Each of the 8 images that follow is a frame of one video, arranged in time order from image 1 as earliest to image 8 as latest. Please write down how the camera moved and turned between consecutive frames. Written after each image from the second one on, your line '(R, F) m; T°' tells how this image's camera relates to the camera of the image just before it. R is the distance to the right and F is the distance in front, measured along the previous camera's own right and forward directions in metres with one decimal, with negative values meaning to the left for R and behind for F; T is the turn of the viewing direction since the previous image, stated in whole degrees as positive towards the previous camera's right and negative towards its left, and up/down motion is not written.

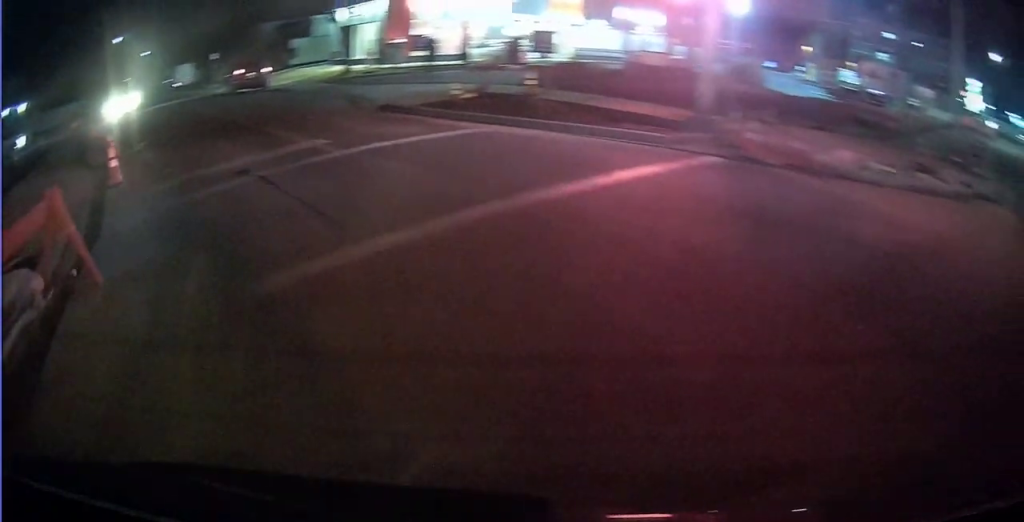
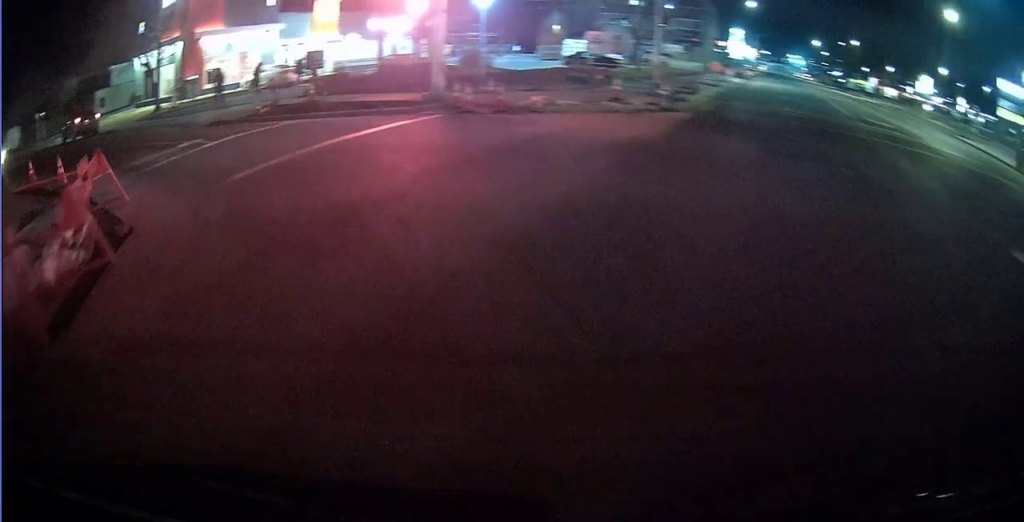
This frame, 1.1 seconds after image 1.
(+0.3, +4.5) m; +22°
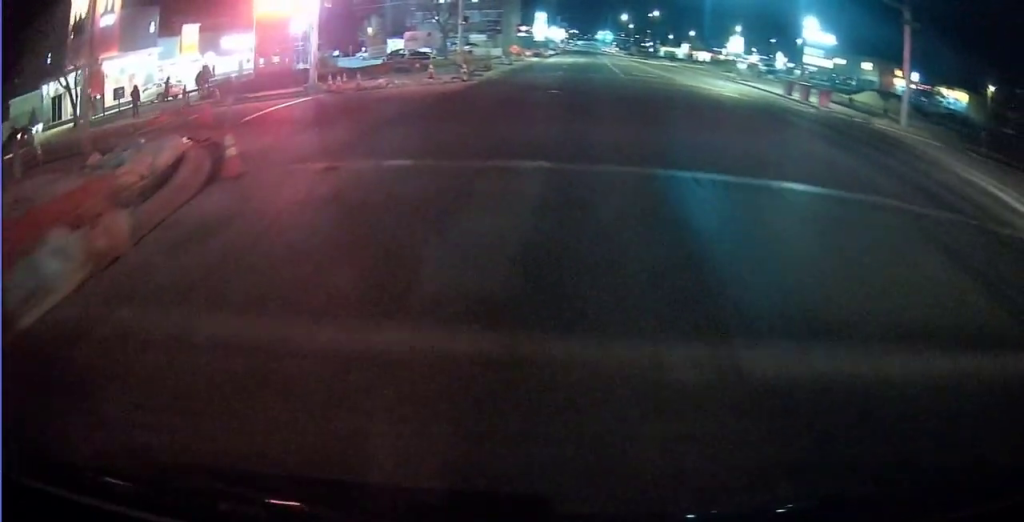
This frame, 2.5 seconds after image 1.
(+2.3, +6.1) m; +31°
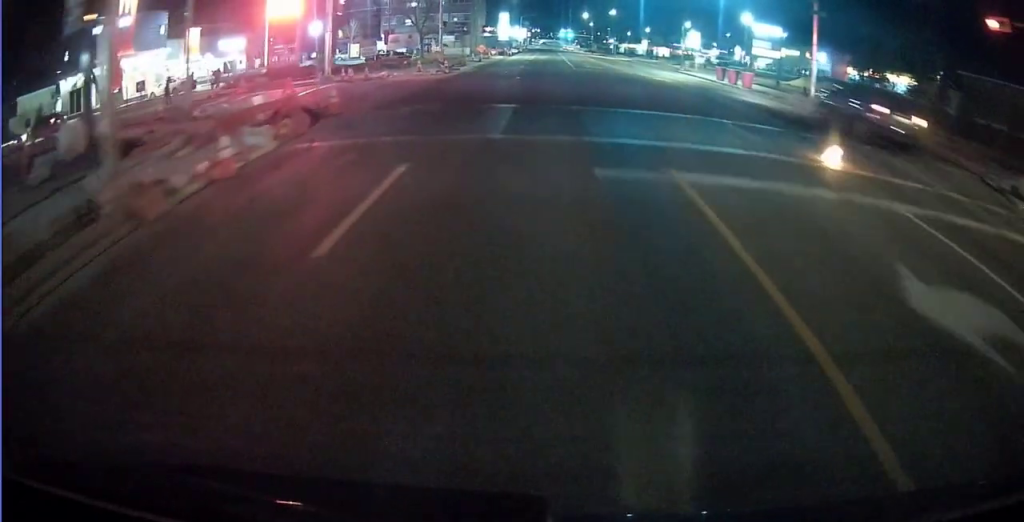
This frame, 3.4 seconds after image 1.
(+0.3, +5.3) m; +3°
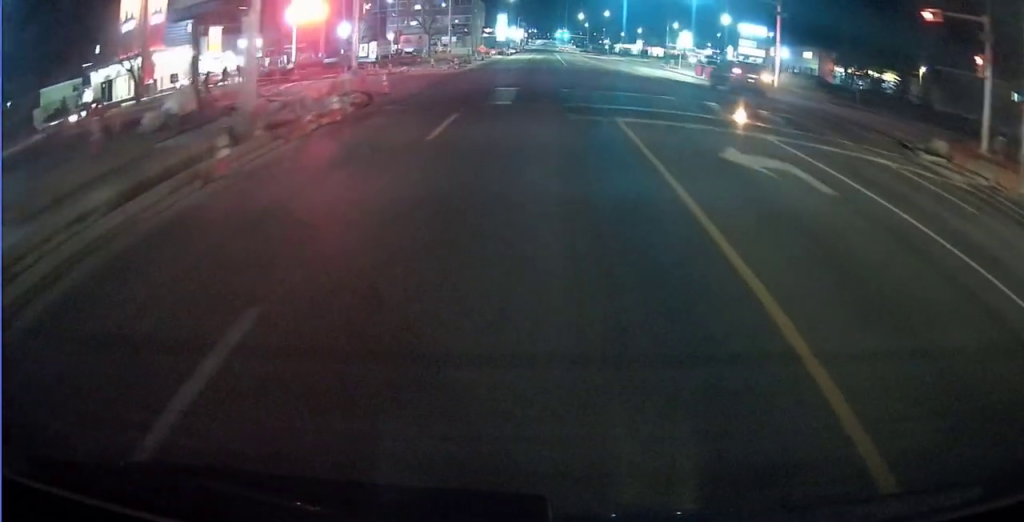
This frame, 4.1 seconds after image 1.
(+0.1, +4.7) m; -2°
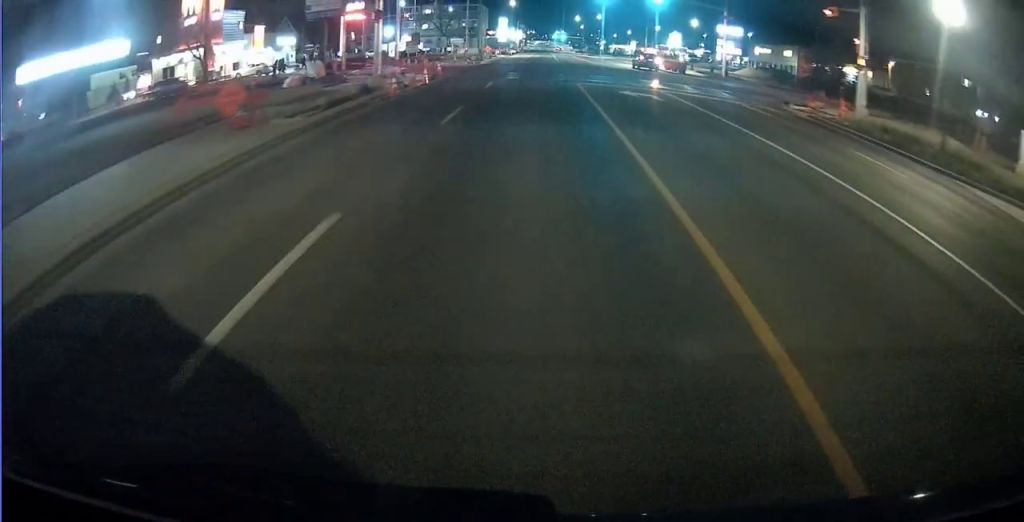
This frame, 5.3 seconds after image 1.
(-0.3, +9.8) m; +3°
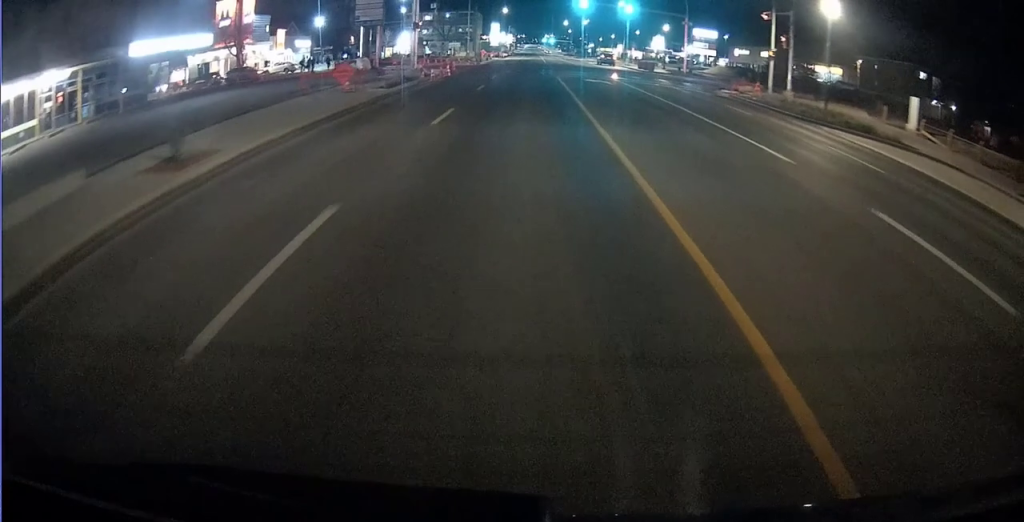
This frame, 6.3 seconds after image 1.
(+0.9, +9.0) m; +6°
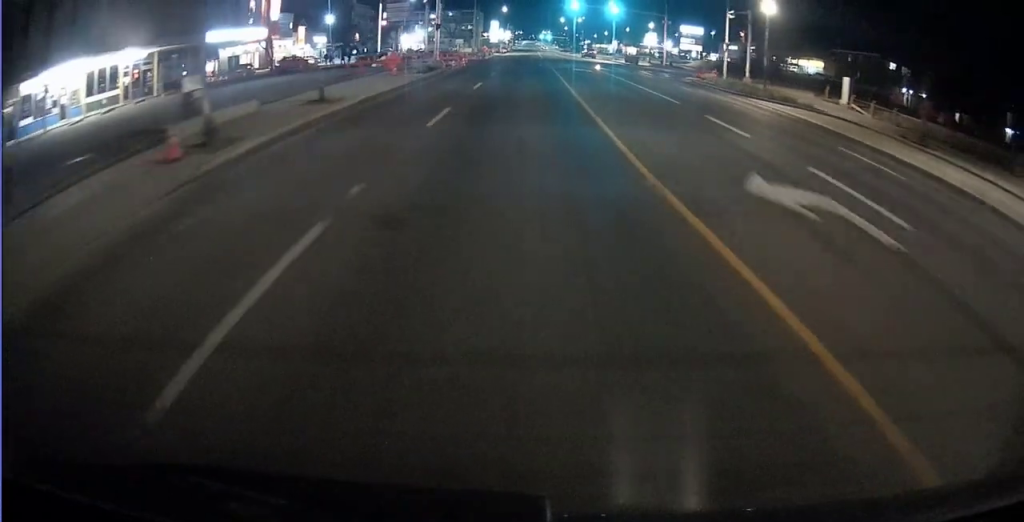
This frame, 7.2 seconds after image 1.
(+0.1, +8.8) m; -6°
